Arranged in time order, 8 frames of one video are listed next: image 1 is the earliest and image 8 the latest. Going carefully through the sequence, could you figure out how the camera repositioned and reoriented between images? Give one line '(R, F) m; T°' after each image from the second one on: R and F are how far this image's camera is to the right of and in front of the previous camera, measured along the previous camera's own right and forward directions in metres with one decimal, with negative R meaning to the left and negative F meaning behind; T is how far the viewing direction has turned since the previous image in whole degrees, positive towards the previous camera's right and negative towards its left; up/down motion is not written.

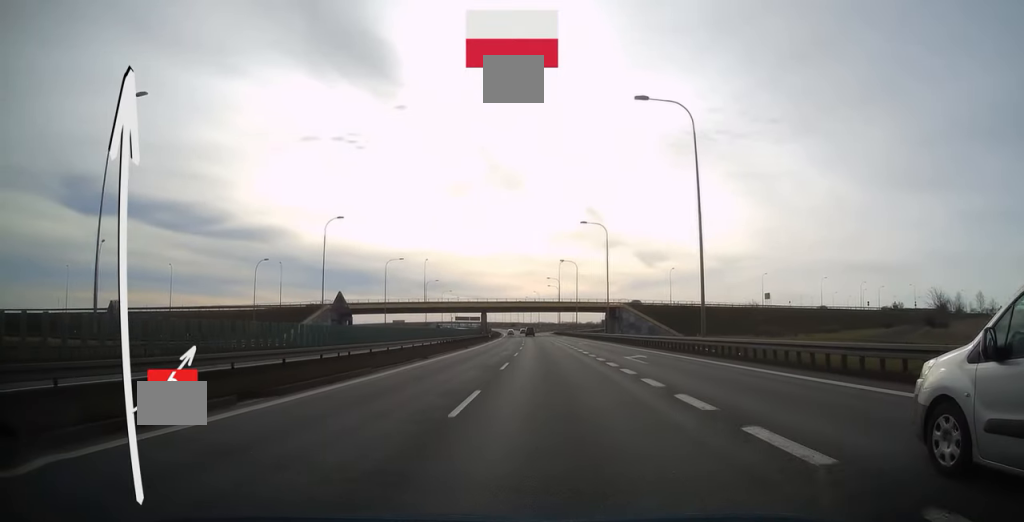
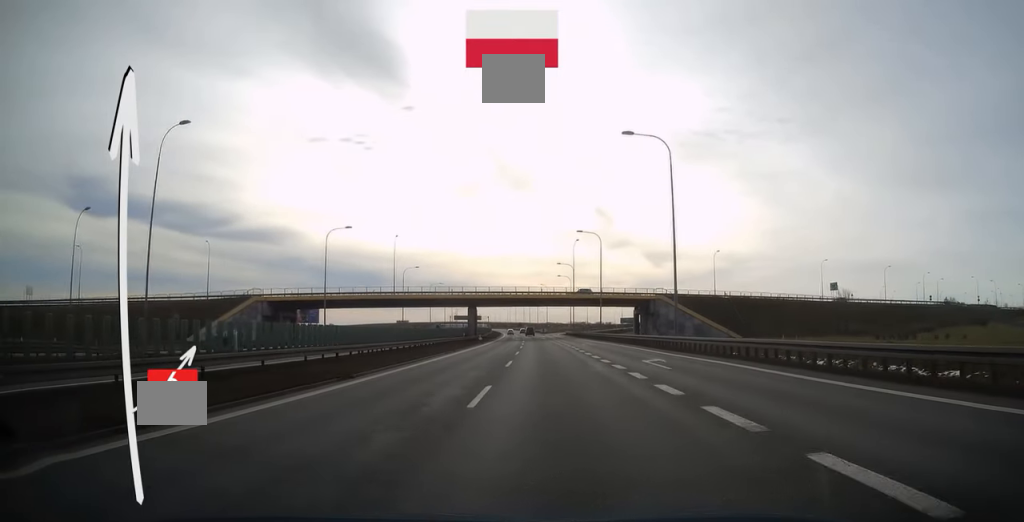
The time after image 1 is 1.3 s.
(-0.3, +33.8) m; -1°
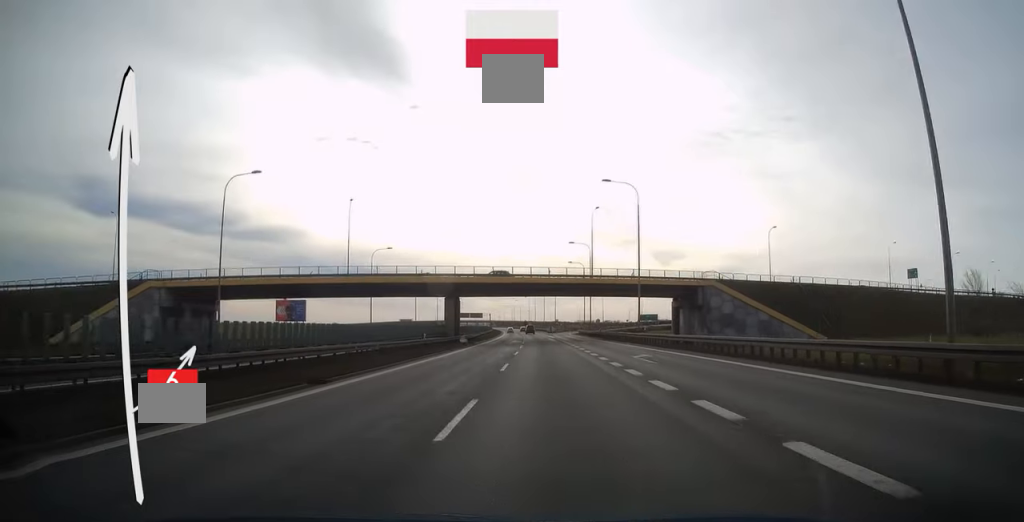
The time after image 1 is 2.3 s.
(-0.1, +27.4) m; -1°
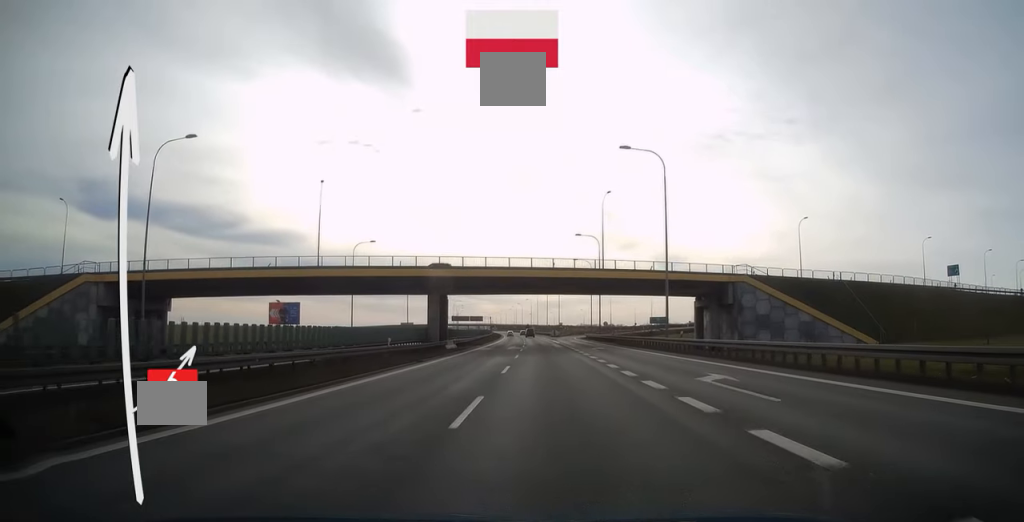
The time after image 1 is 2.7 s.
(-0.1, +10.9) m; 0°
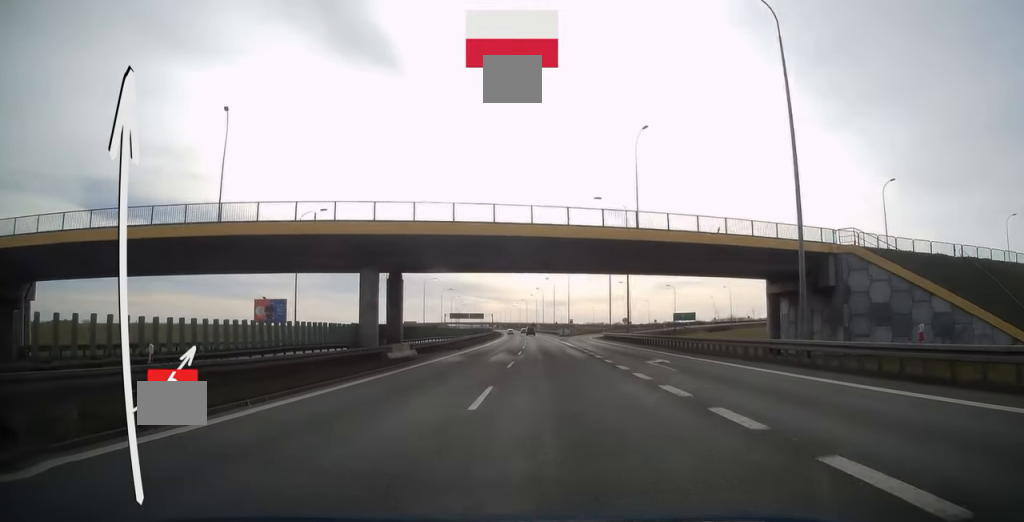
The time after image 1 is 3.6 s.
(-0.1, +21.8) m; -1°
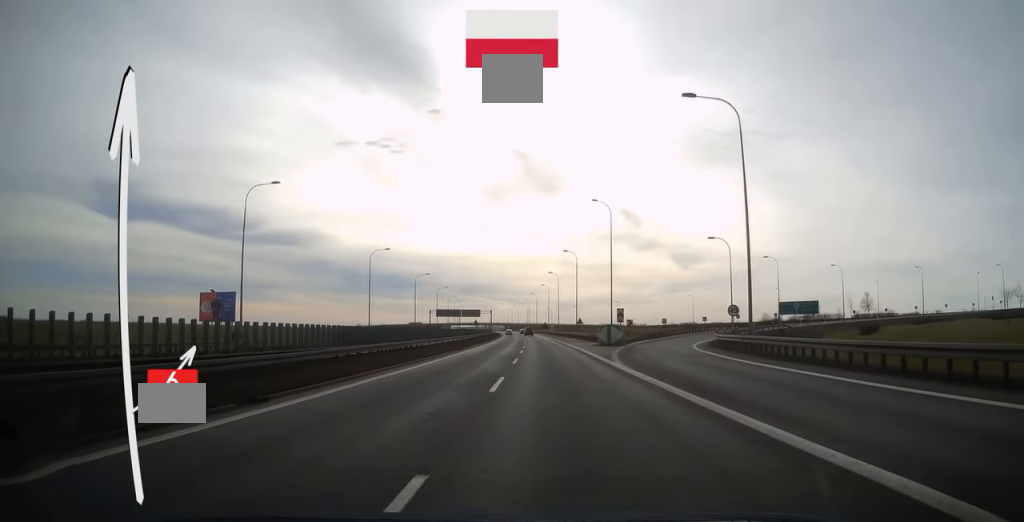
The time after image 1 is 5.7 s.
(-0.8, +56.4) m; -2°
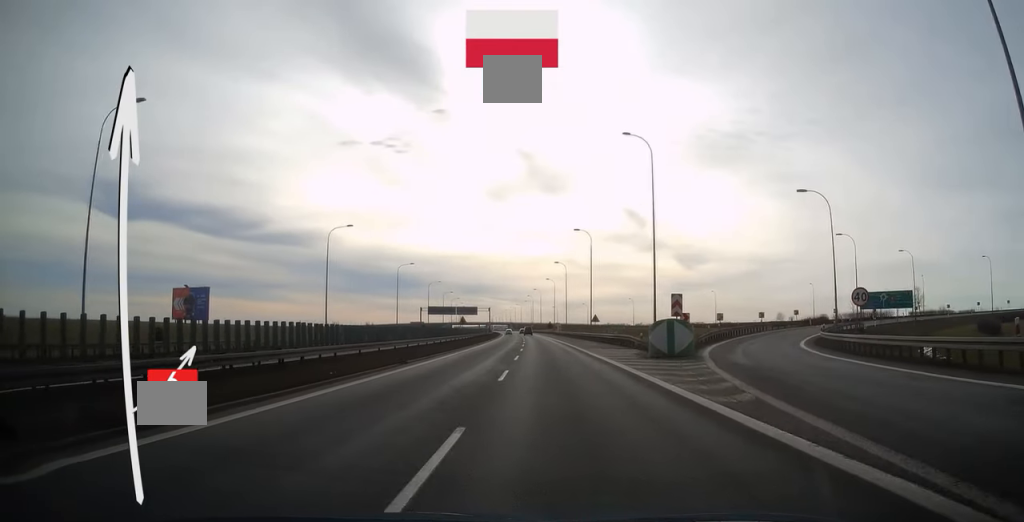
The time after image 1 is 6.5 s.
(-0.1, +21.2) m; 0°
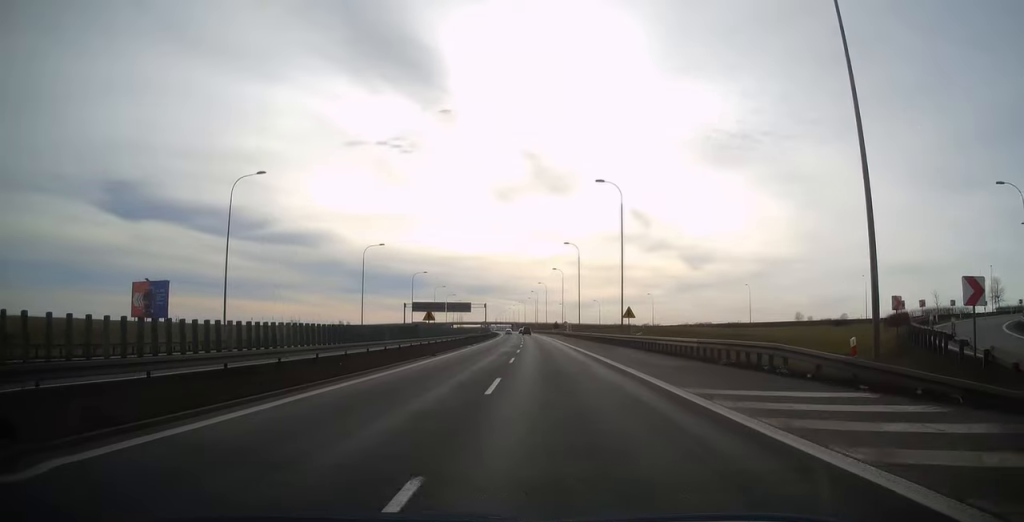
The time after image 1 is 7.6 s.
(0.0, +26.3) m; 0°
